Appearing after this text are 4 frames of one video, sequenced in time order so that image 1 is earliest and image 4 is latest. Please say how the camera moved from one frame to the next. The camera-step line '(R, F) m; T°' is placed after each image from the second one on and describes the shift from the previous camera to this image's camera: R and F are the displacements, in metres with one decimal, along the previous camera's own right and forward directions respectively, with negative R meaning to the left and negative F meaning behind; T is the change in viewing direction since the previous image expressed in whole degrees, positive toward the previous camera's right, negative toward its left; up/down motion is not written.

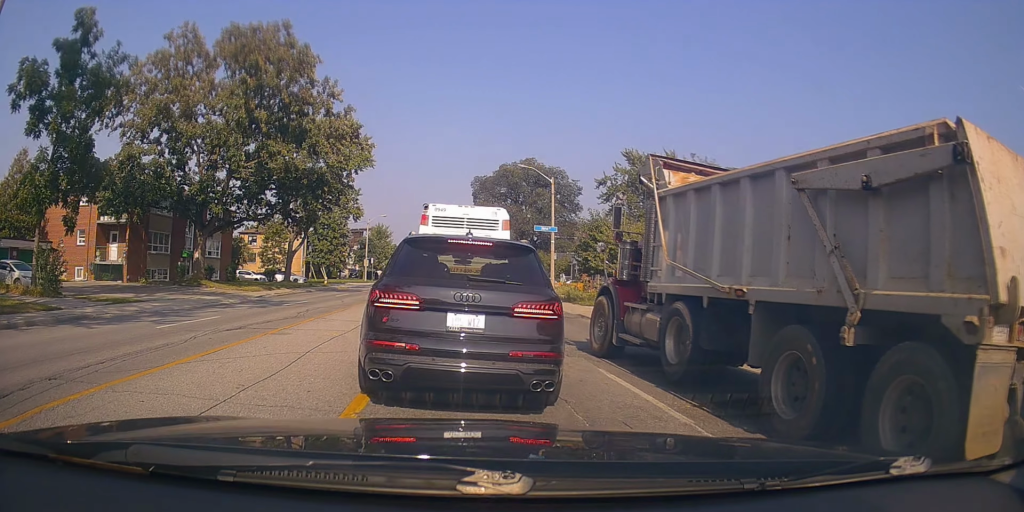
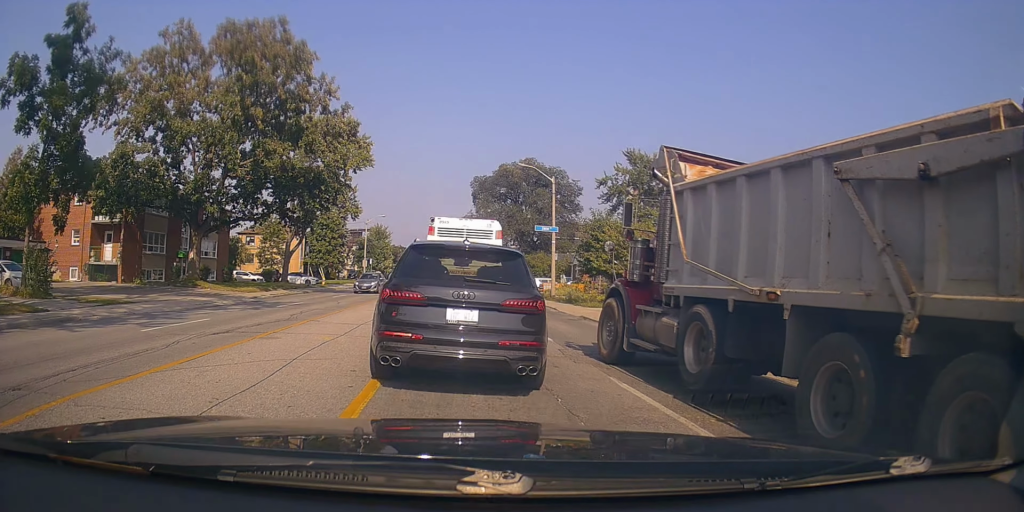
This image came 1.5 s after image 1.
(+0.1, +0.5) m; 0°
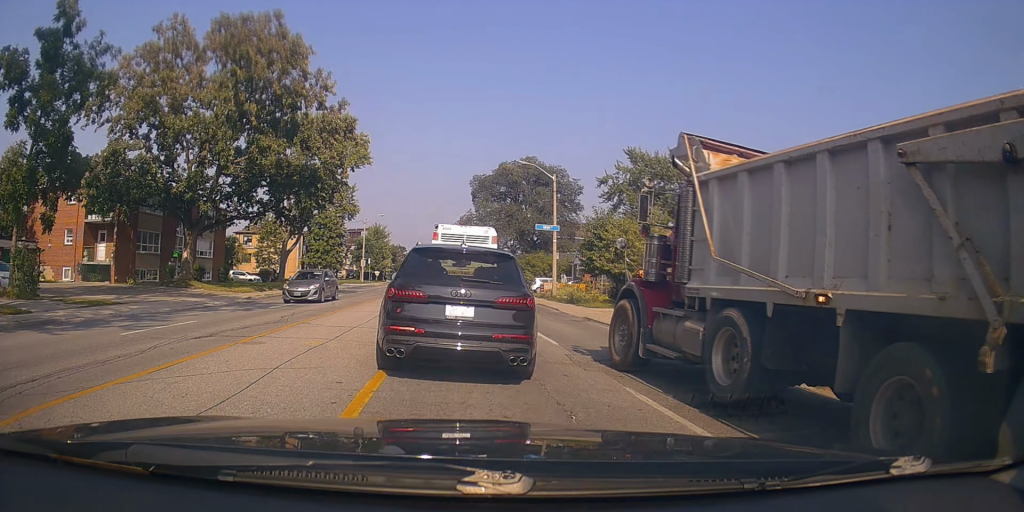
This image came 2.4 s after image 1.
(+0.1, +0.3) m; 0°
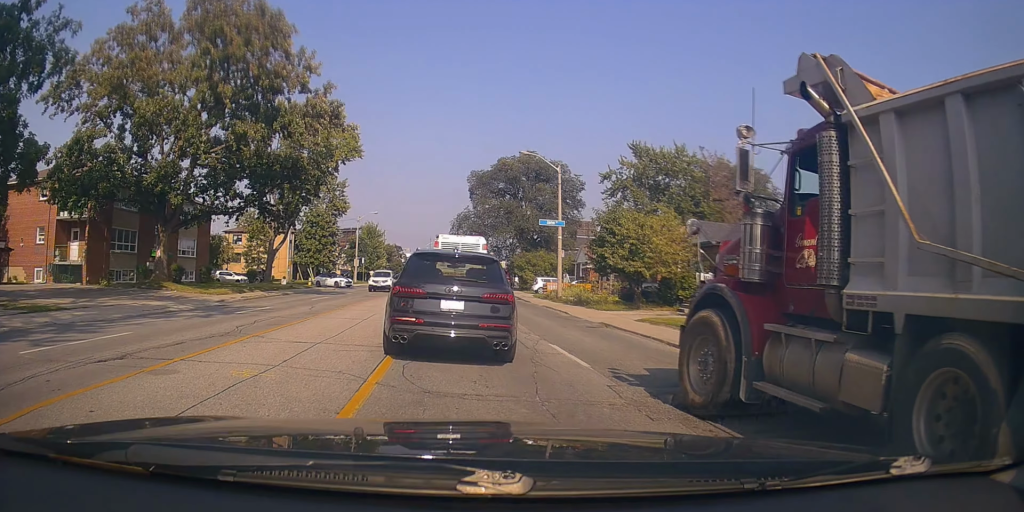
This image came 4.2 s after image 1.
(+0.5, +2.6) m; -1°
